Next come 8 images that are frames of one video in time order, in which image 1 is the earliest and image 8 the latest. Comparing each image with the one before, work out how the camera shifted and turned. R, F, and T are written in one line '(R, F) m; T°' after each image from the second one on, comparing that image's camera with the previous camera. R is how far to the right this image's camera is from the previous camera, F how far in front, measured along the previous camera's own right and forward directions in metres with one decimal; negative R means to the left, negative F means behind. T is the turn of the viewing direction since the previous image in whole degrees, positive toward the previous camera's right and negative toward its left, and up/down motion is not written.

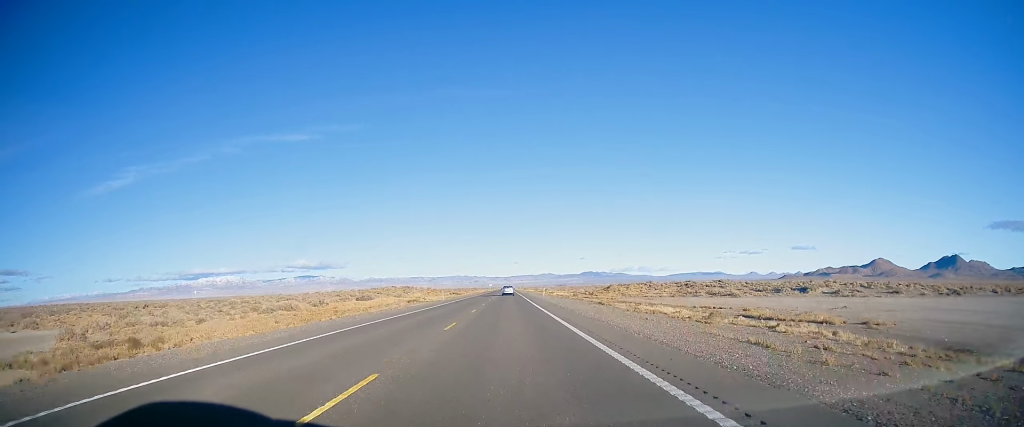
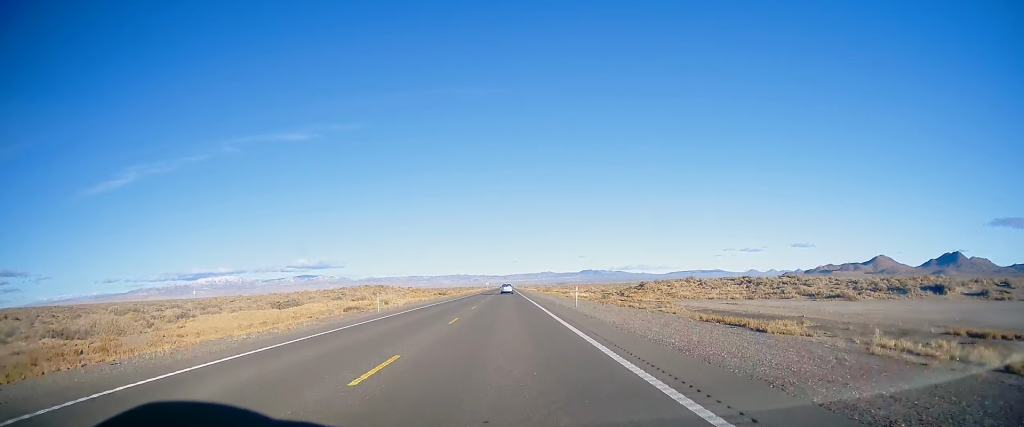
(-0.2, +34.2) m; -1°
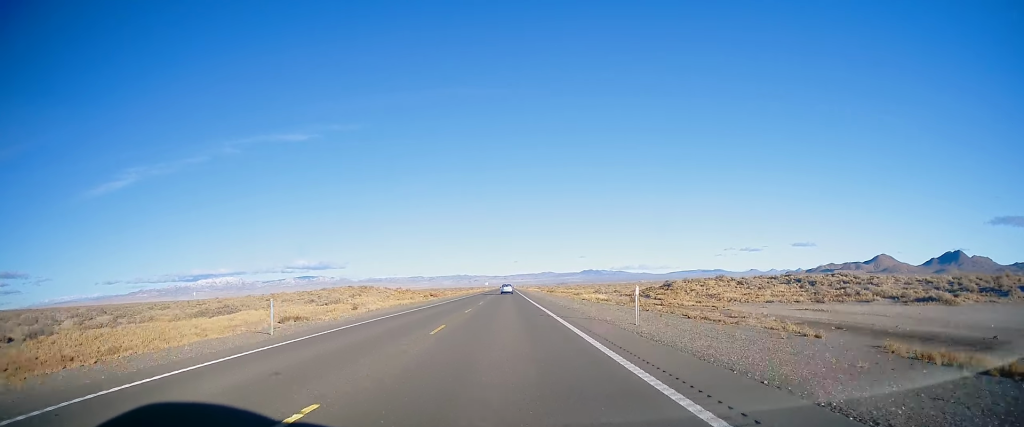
(-0.3, +16.5) m; 0°
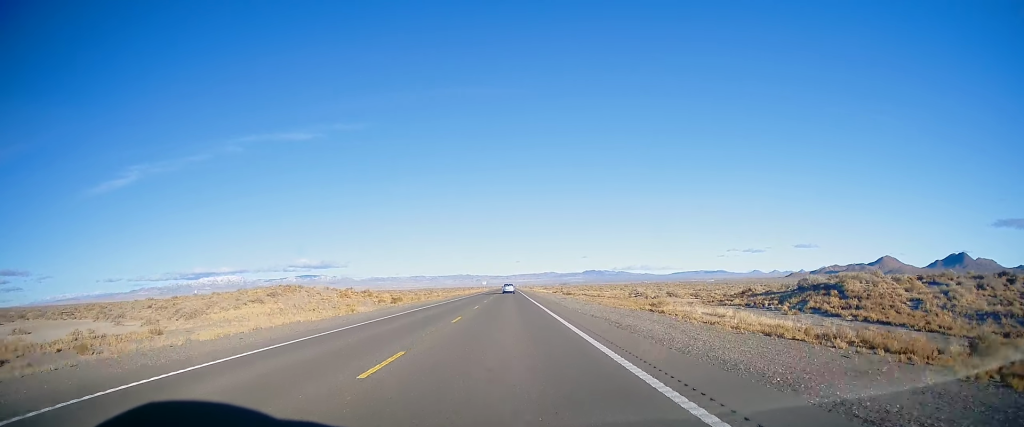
(+0.6, +43.5) m; +1°
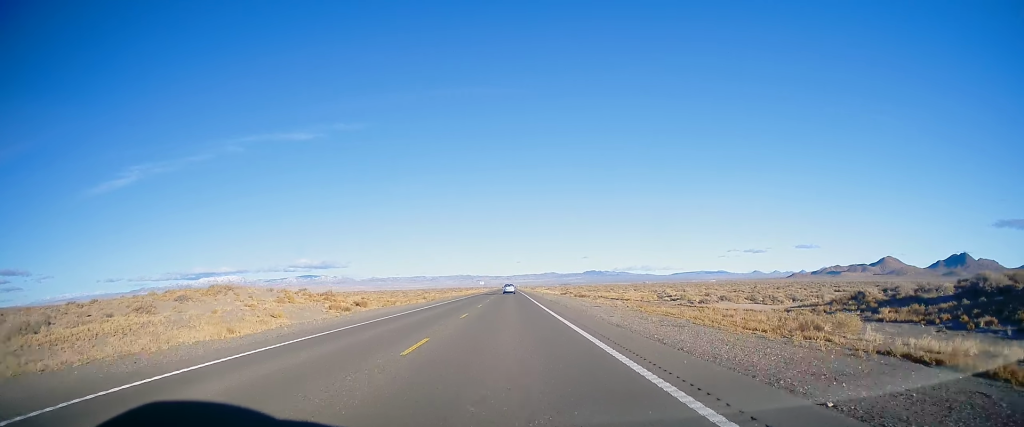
(0.0, +21.5) m; 0°
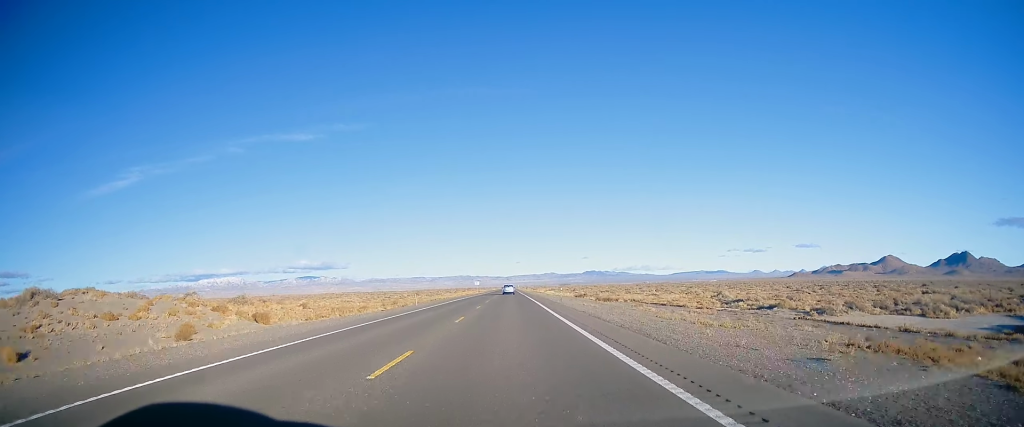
(0.0, +26.6) m; 0°
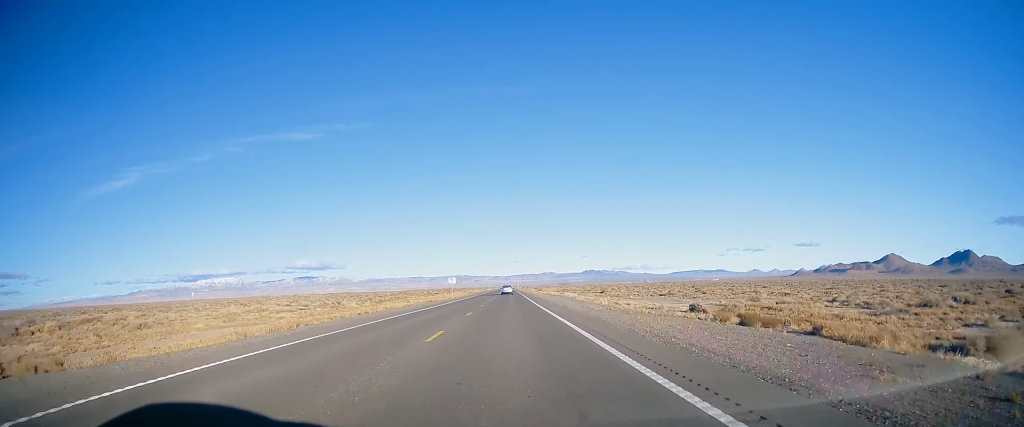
(0.0, +67.6) m; 0°
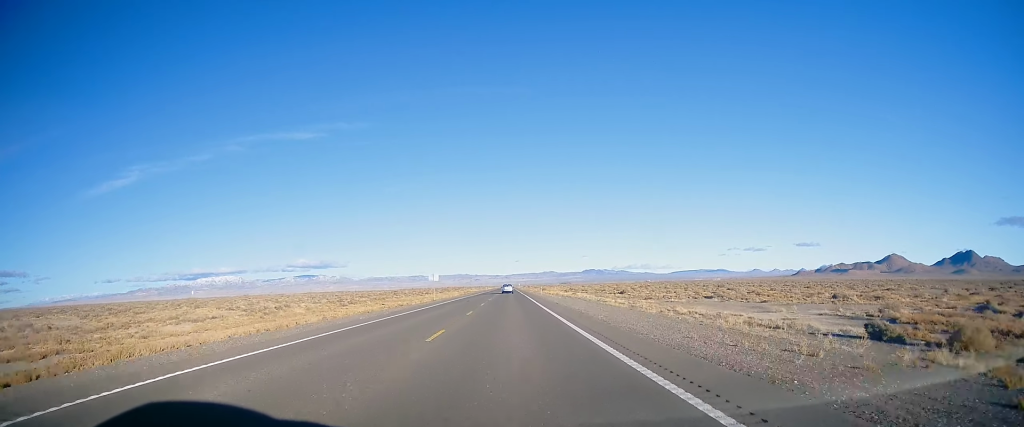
(-0.1, +24.0) m; 0°
